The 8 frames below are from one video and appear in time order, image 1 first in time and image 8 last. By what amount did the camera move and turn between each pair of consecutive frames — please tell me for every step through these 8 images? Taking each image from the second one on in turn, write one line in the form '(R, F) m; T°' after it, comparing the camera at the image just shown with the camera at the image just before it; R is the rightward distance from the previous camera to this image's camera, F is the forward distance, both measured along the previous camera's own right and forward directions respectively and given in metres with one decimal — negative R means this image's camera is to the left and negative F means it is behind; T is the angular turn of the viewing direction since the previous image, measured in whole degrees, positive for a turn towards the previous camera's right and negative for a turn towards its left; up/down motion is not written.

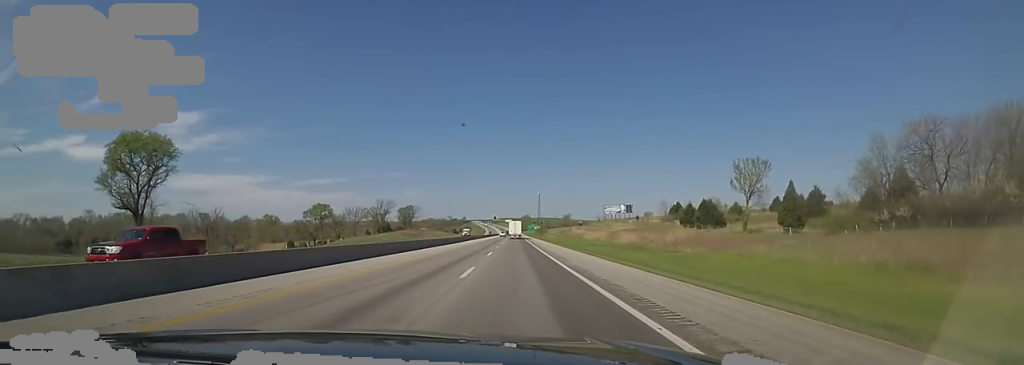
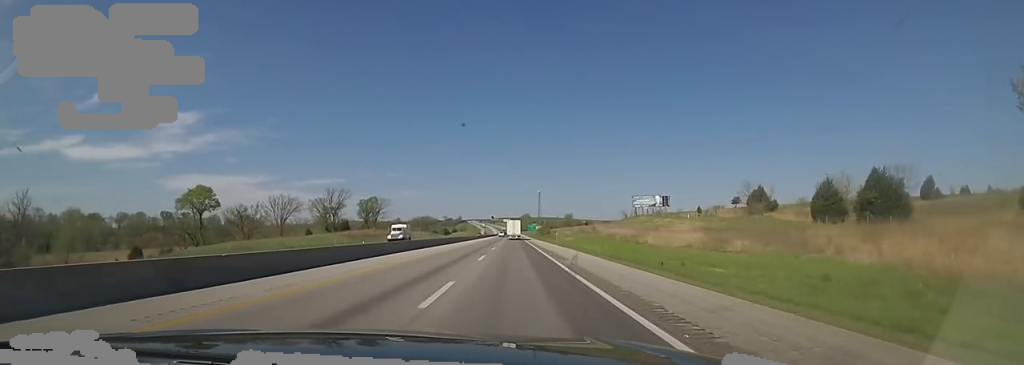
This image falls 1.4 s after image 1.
(0.0, +51.3) m; 0°
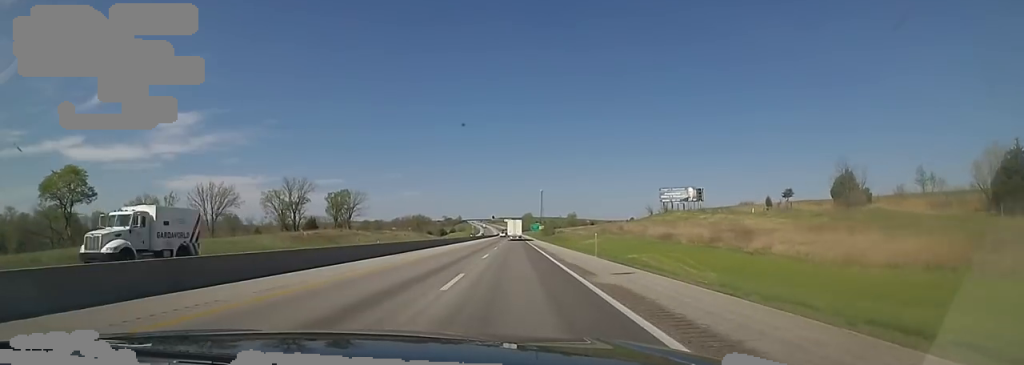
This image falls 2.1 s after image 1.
(-0.1, +27.1) m; 0°
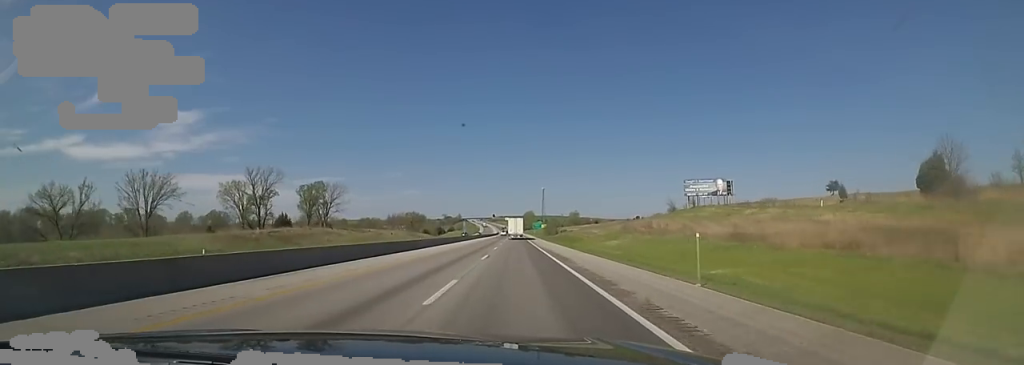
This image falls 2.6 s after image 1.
(-0.2, +17.1) m; 0°
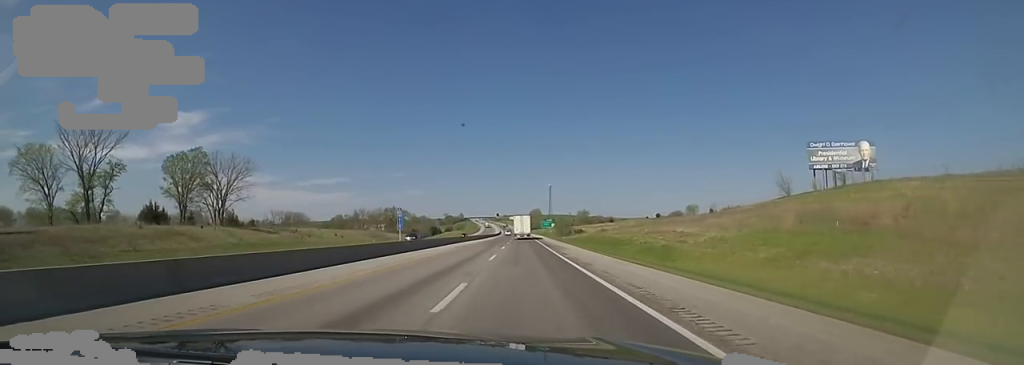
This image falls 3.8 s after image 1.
(+0.4, +45.1) m; +1°
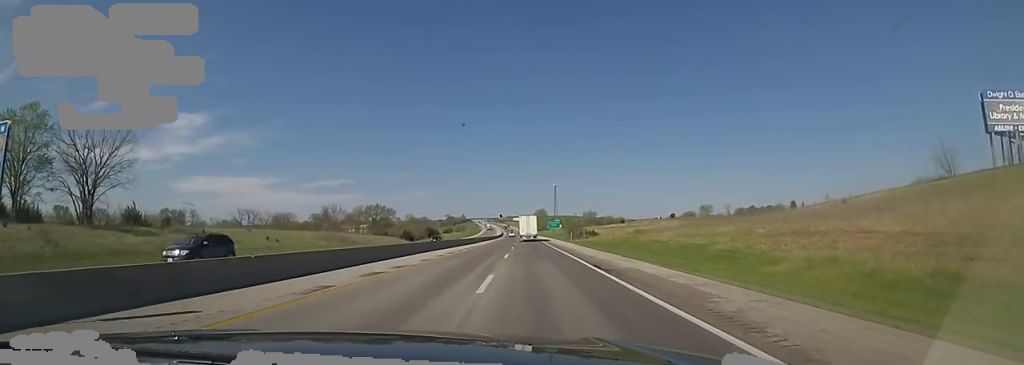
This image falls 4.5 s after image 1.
(+0.2, +27.0) m; 0°
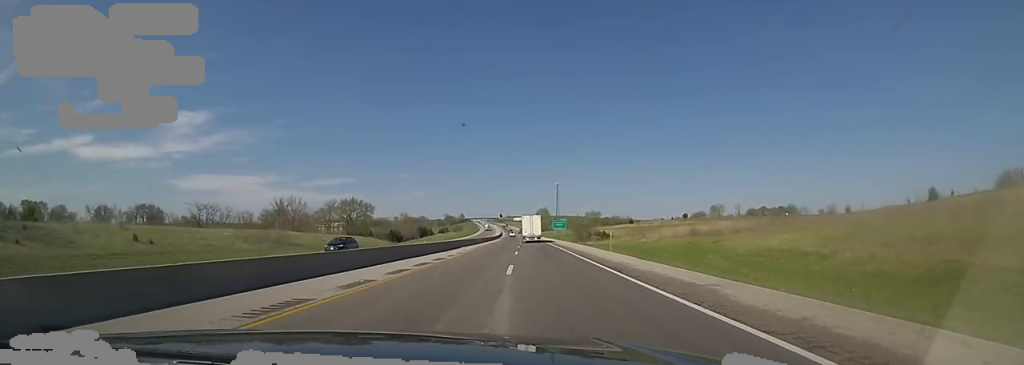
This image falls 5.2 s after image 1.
(-0.2, +25.3) m; -1°
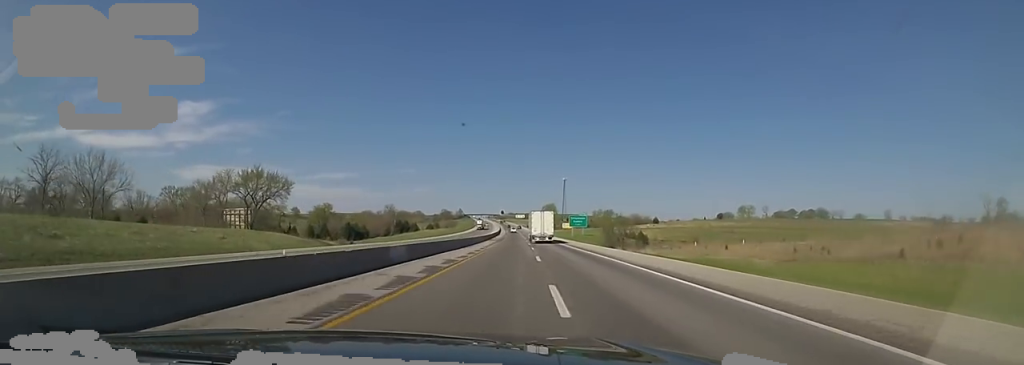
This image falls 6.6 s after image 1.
(-0.6, +55.0) m; -2°
